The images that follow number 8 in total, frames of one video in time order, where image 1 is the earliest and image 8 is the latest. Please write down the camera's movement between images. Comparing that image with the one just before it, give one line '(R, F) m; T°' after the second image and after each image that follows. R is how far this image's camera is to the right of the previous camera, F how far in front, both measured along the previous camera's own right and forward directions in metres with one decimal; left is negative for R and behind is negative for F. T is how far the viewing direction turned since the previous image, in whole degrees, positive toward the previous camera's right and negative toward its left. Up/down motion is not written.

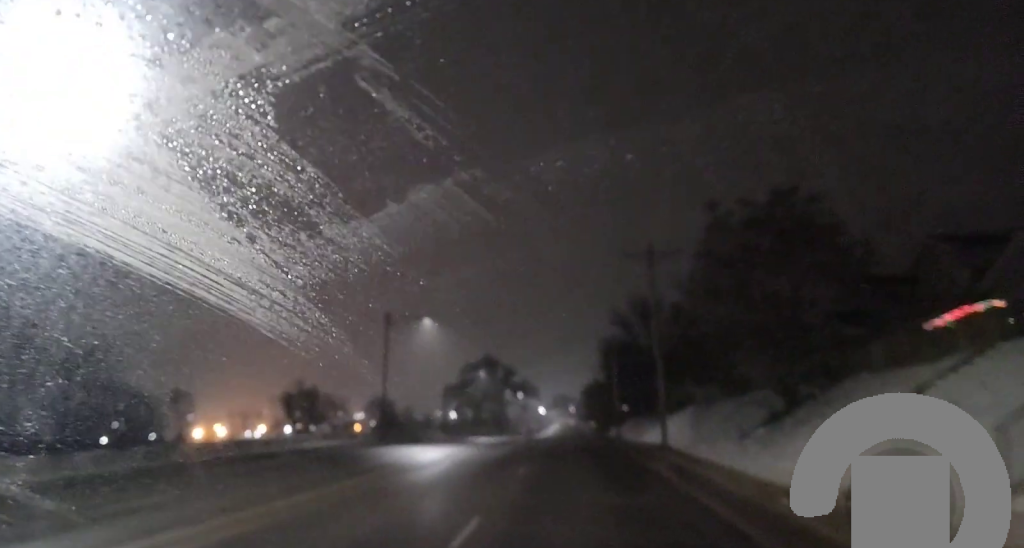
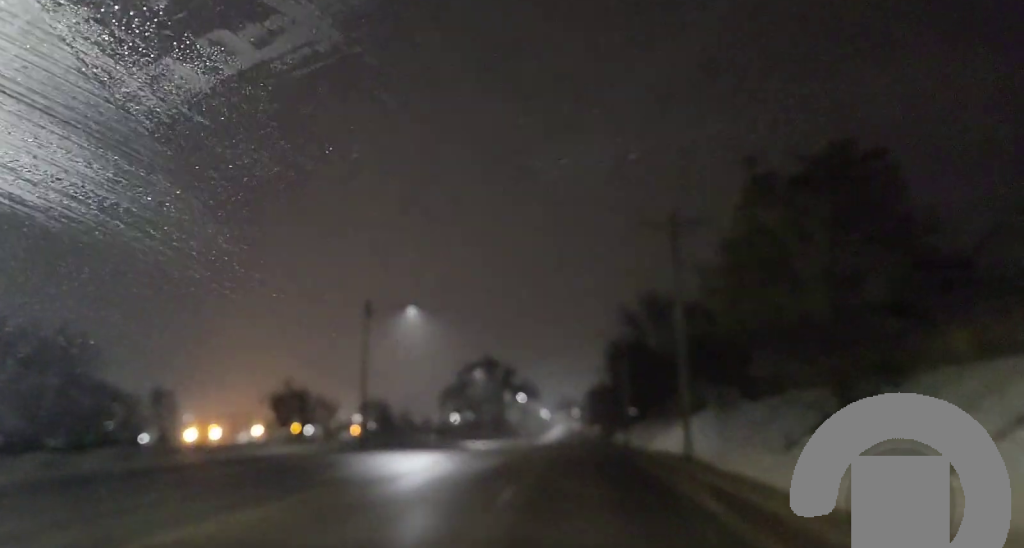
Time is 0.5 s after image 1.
(0.0, +6.3) m; 0°
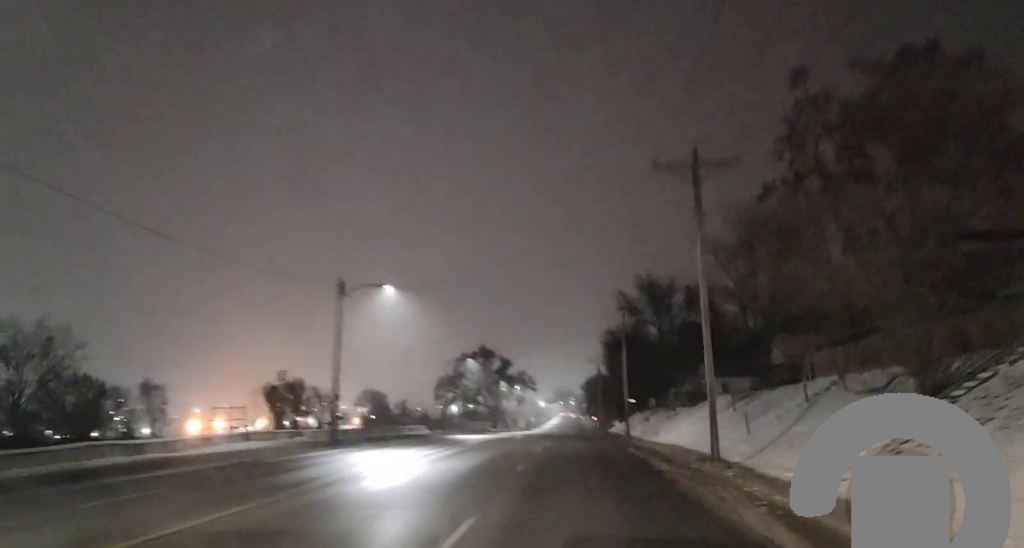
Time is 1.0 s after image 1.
(0.0, +7.5) m; 0°
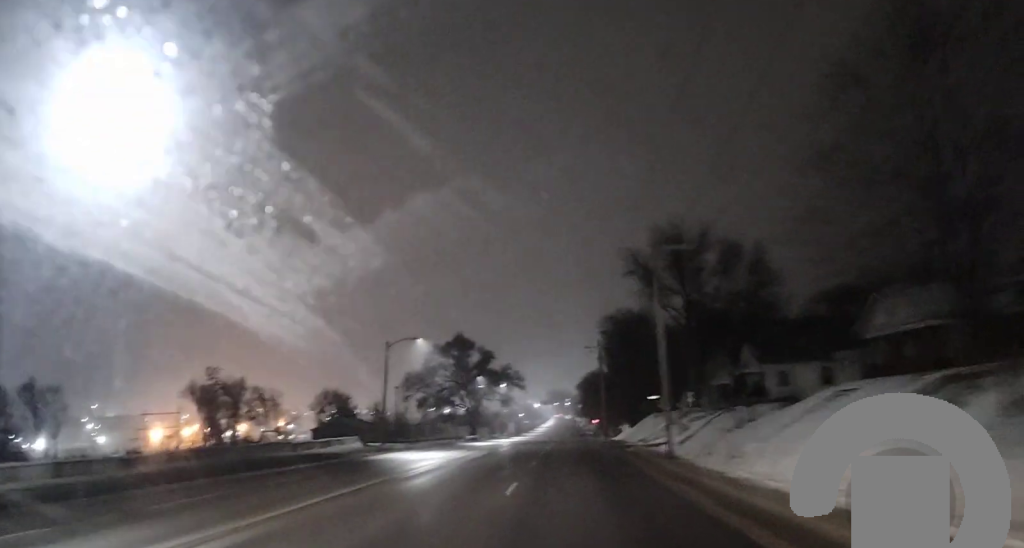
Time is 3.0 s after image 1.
(-0.8, +27.7) m; -2°
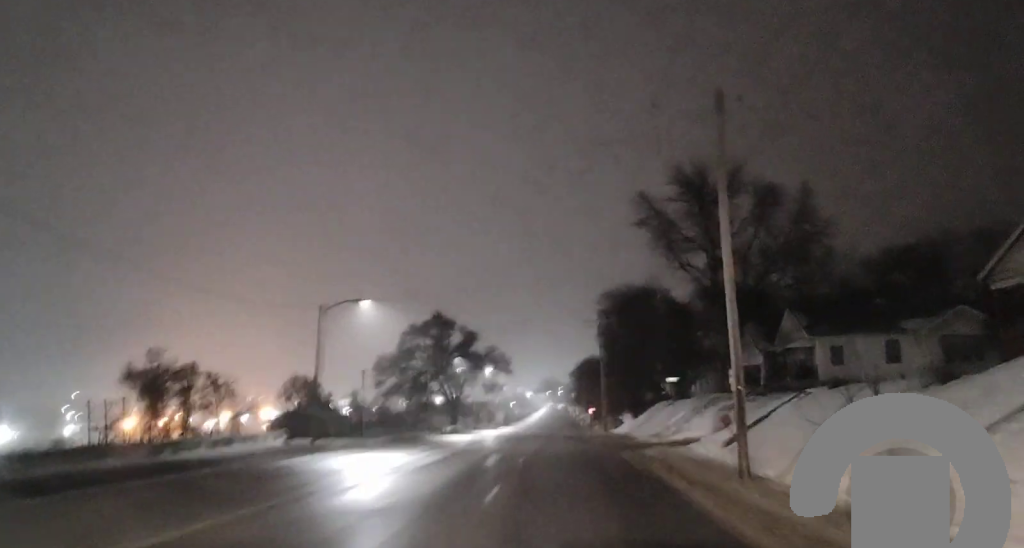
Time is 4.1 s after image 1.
(+0.3, +15.5) m; +2°
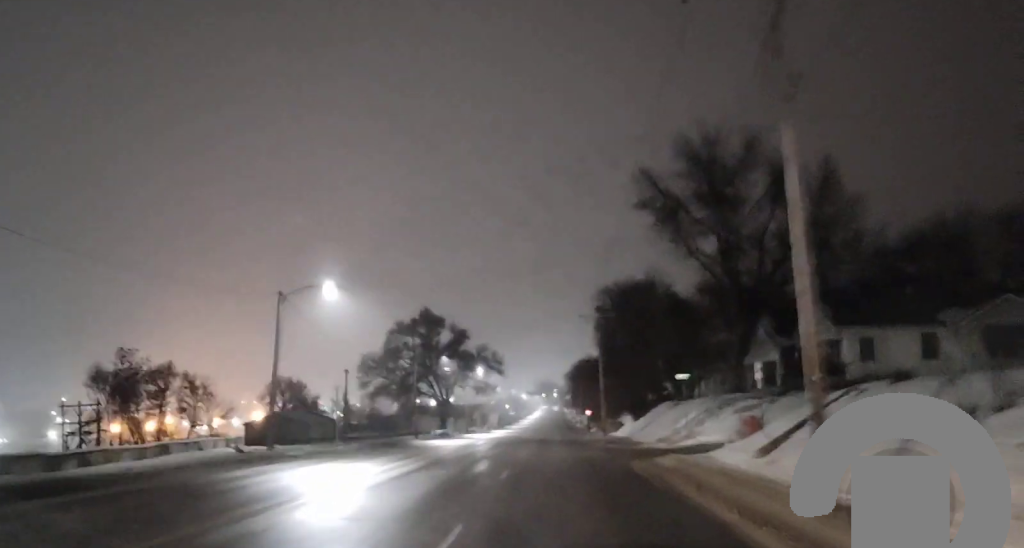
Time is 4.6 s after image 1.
(0.0, +6.3) m; 0°
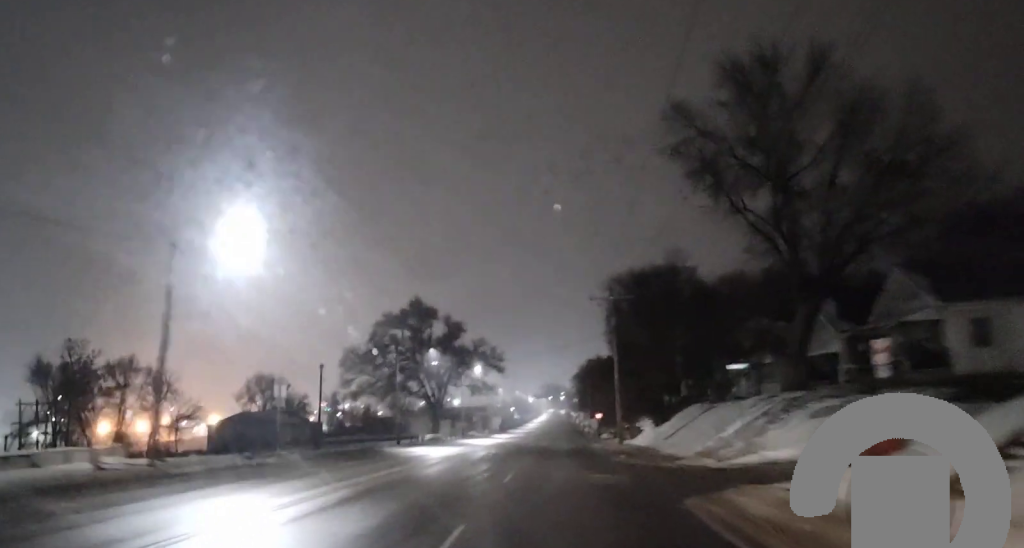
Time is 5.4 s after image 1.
(-0.1, +11.5) m; 0°
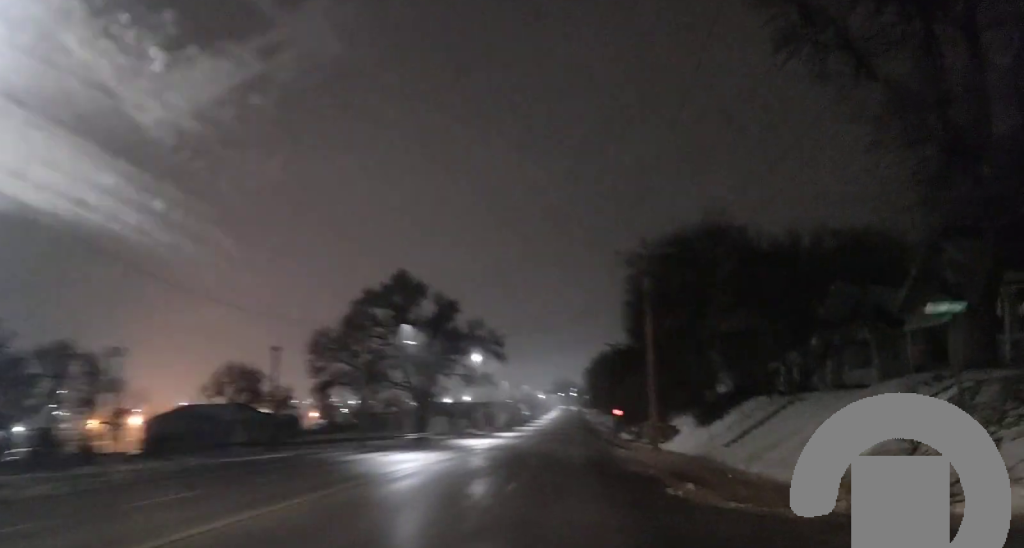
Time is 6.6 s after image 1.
(-0.1, +16.7) m; -1°
